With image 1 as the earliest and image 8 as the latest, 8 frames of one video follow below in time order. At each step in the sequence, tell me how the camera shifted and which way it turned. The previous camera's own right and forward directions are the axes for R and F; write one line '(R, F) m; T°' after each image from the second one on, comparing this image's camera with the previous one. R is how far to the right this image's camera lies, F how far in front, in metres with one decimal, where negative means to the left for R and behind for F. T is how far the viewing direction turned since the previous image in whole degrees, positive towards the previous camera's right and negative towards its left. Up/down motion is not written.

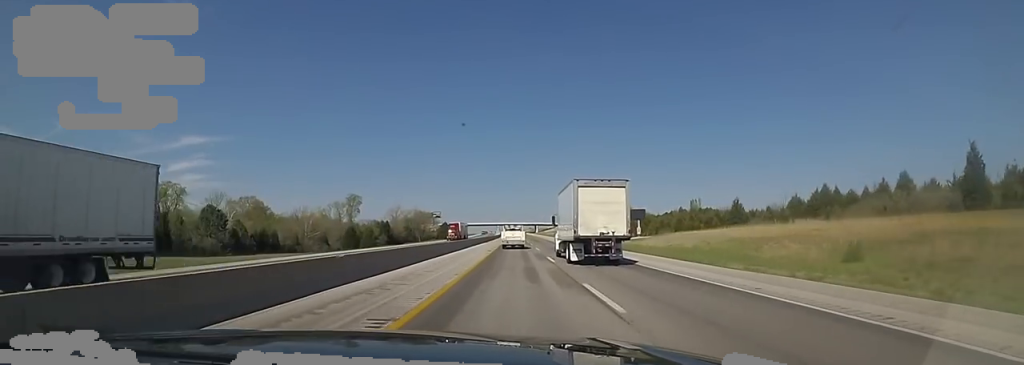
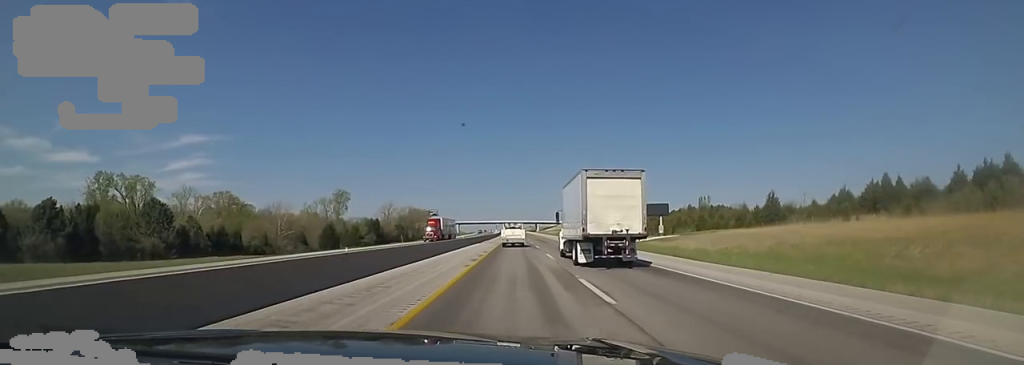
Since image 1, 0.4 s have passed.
(+0.4, +14.5) m; +1°
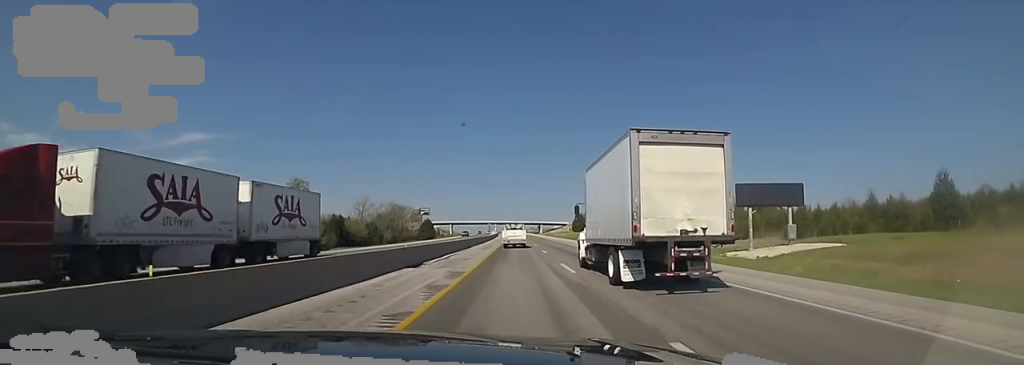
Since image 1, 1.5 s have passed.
(+1.0, +38.6) m; +2°
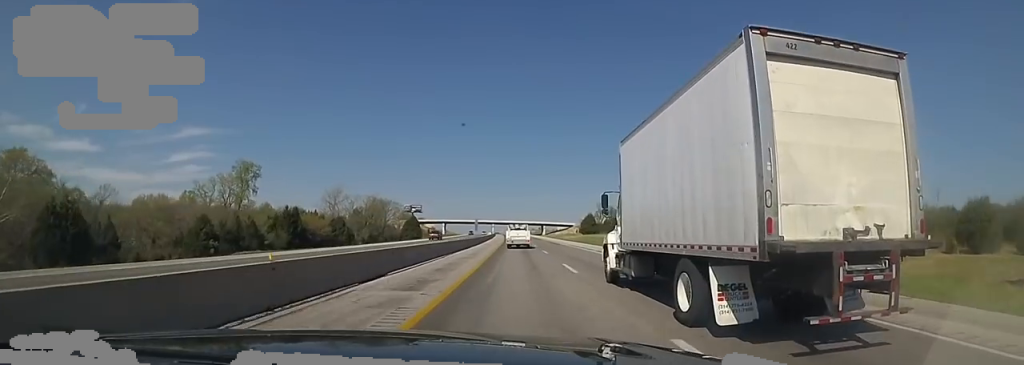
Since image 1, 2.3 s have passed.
(0.0, +30.2) m; -1°
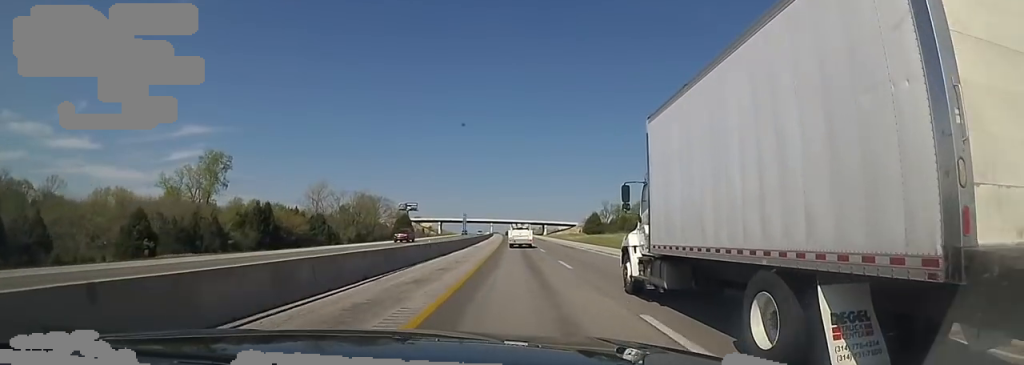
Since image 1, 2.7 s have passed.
(+0.1, +14.5) m; -1°
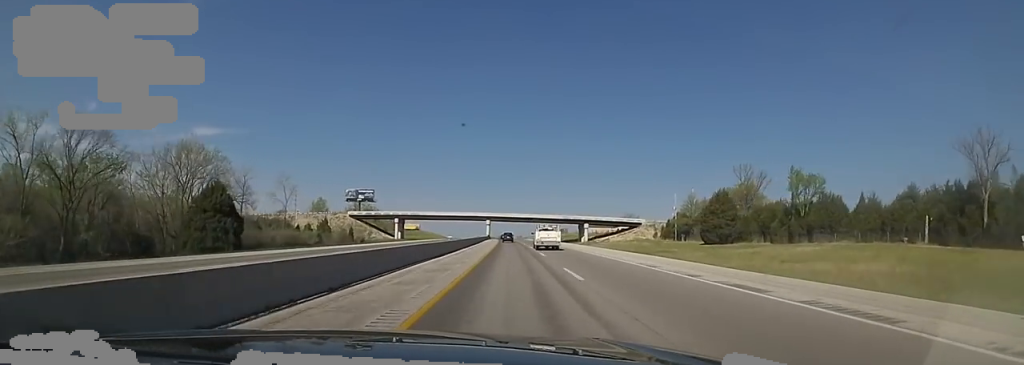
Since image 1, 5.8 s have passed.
(-0.1, +111.0) m; 0°
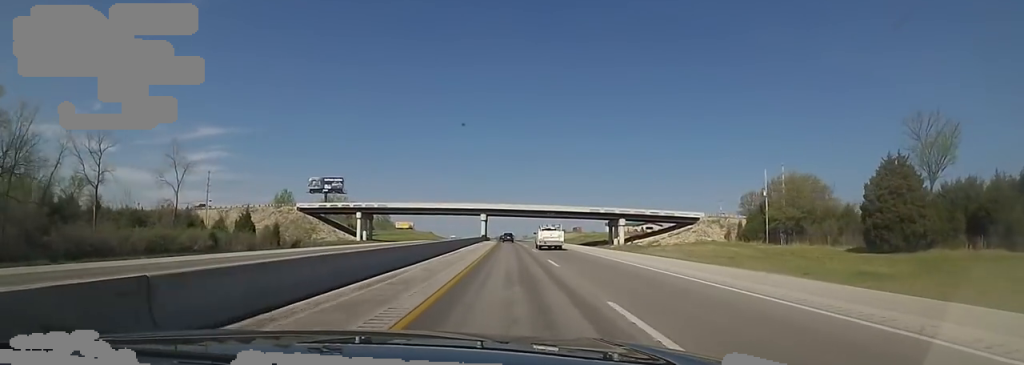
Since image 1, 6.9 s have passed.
(-1.3, +39.9) m; -3°
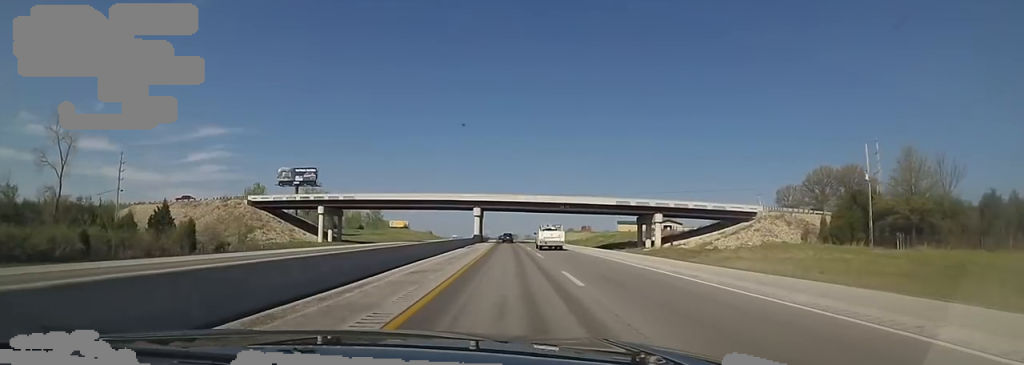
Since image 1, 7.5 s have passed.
(-0.2, +23.0) m; +1°
